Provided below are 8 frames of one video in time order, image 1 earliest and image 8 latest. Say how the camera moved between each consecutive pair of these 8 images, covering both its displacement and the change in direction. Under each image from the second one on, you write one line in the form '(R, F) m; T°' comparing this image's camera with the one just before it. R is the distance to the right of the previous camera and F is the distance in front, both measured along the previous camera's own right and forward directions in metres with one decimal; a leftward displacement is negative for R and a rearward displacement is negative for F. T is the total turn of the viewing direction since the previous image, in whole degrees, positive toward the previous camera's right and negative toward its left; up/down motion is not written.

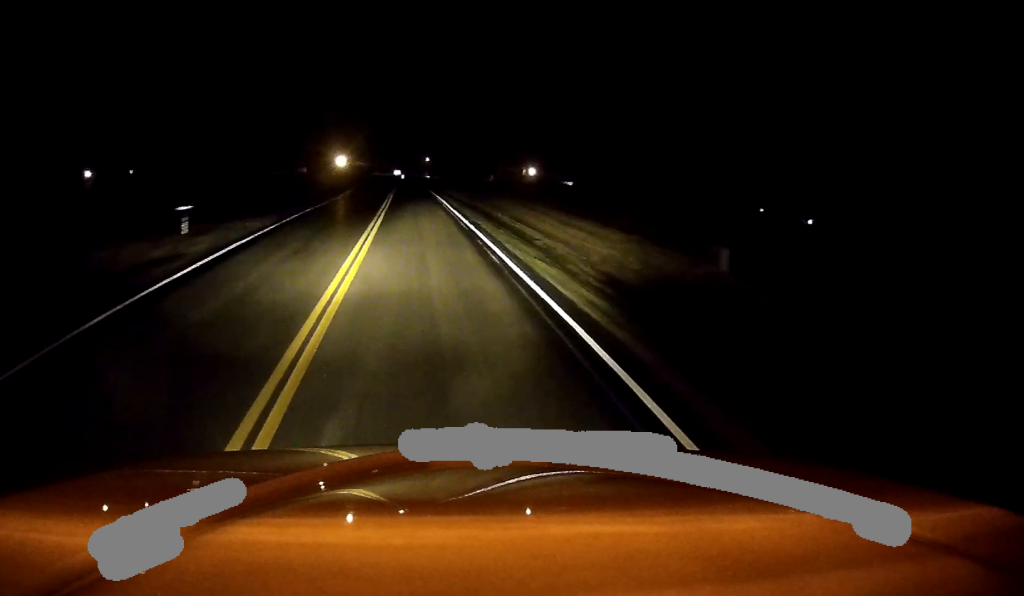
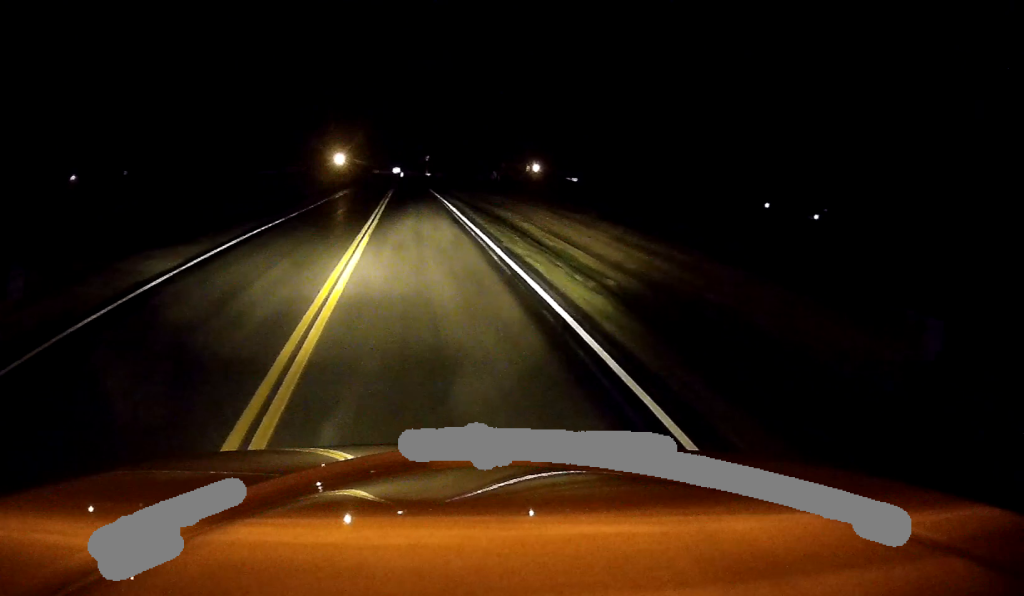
(-0.1, +10.8) m; 0°
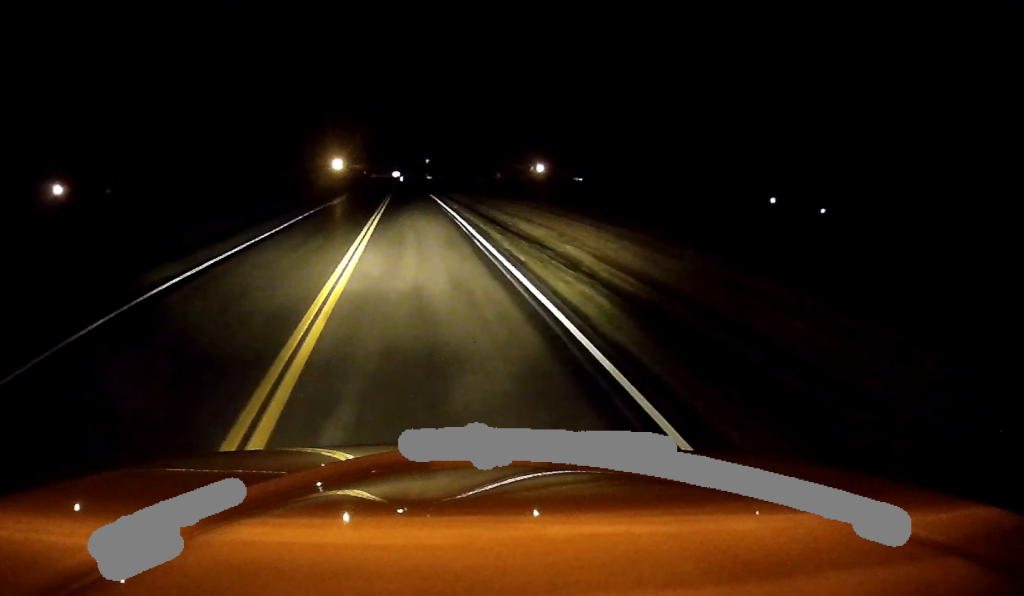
(0.0, +10.0) m; 0°
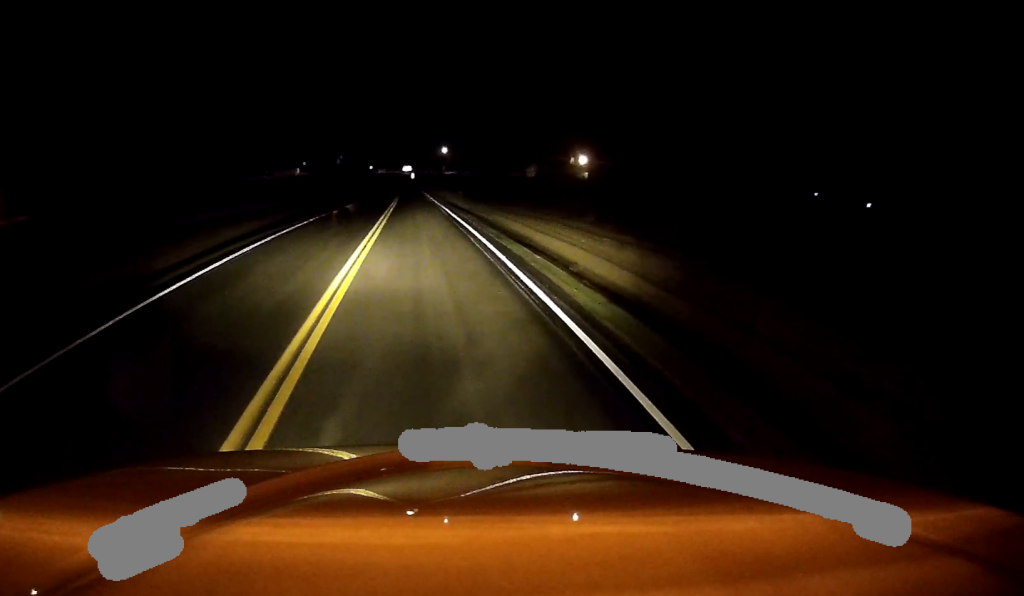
(-0.1, +53.6) m; -1°
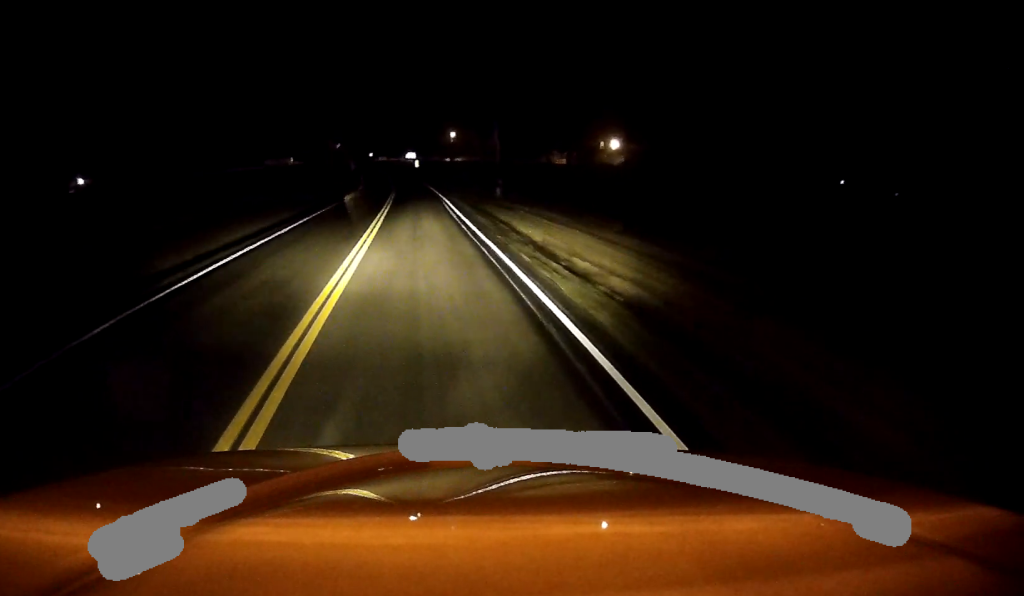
(-0.2, +34.2) m; 0°
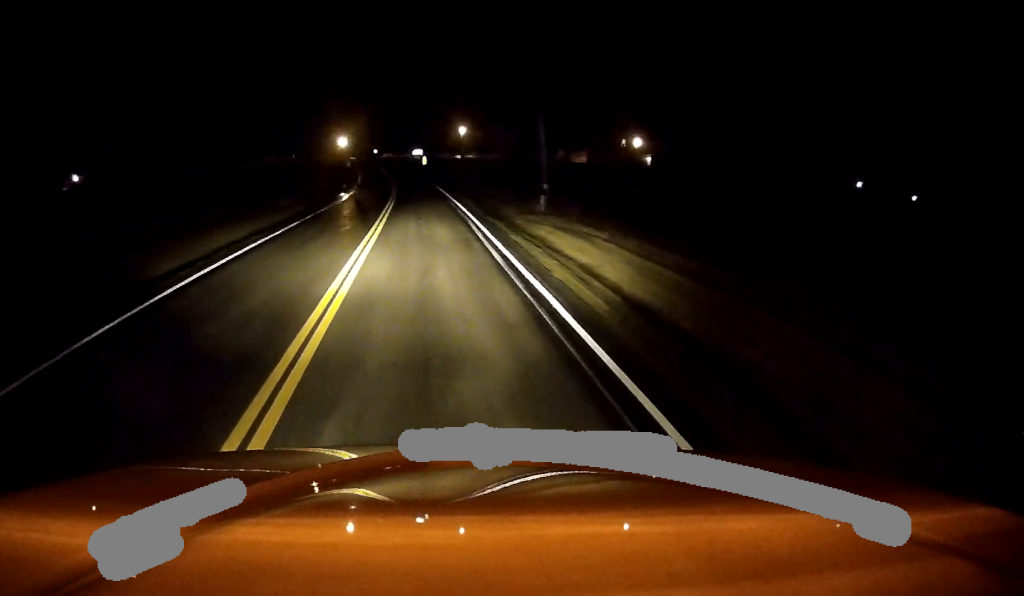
(+0.2, +15.4) m; 0°
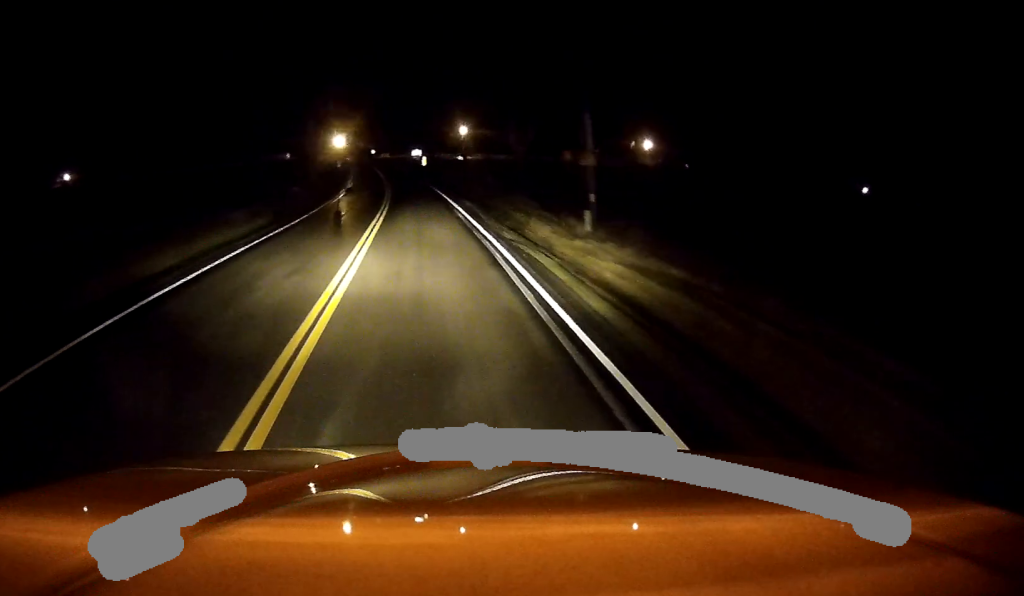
(-0.2, +9.6) m; -1°
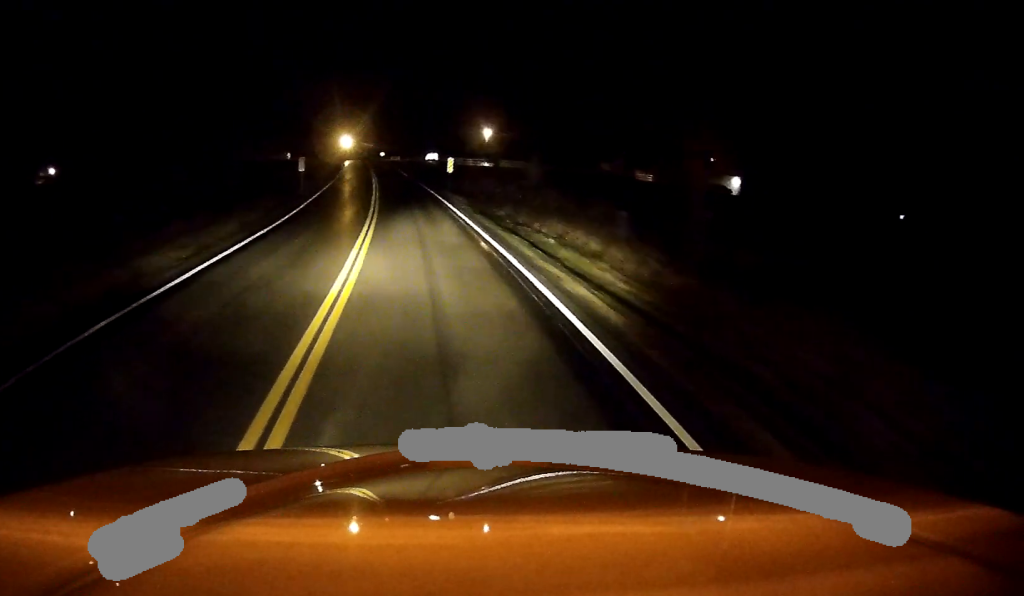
(-0.5, +33.2) m; -3°
